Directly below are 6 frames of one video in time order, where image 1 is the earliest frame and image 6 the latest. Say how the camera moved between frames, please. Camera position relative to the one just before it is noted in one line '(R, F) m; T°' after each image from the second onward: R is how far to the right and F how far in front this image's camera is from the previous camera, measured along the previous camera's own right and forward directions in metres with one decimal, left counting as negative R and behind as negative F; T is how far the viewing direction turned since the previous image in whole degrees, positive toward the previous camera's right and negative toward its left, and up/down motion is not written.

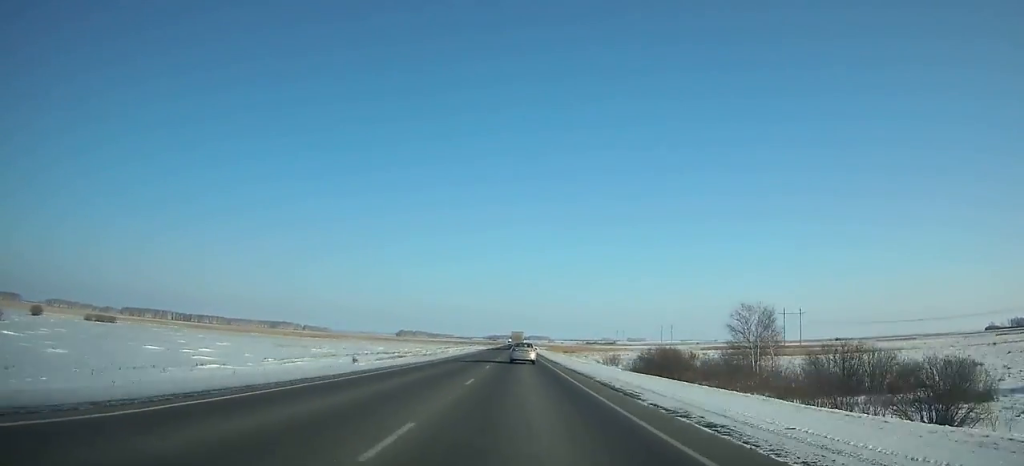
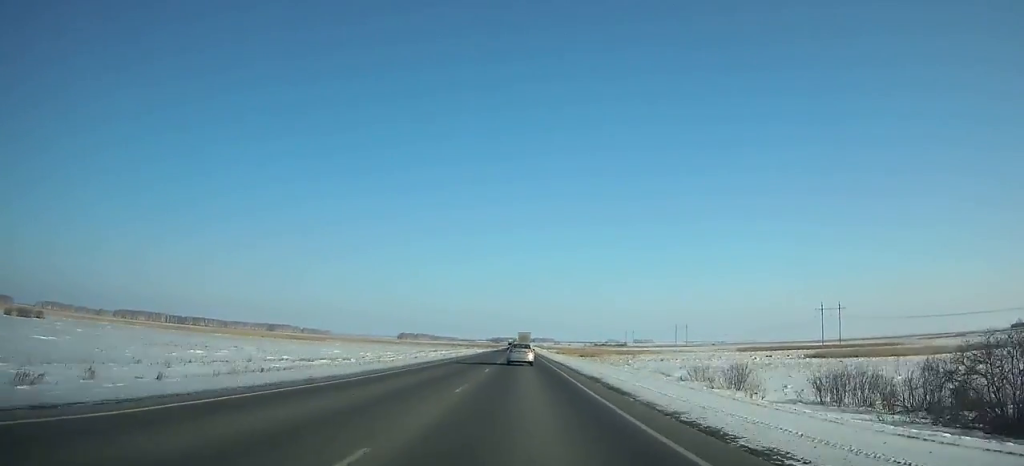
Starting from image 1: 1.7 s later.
(+0.1, +48.5) m; 0°
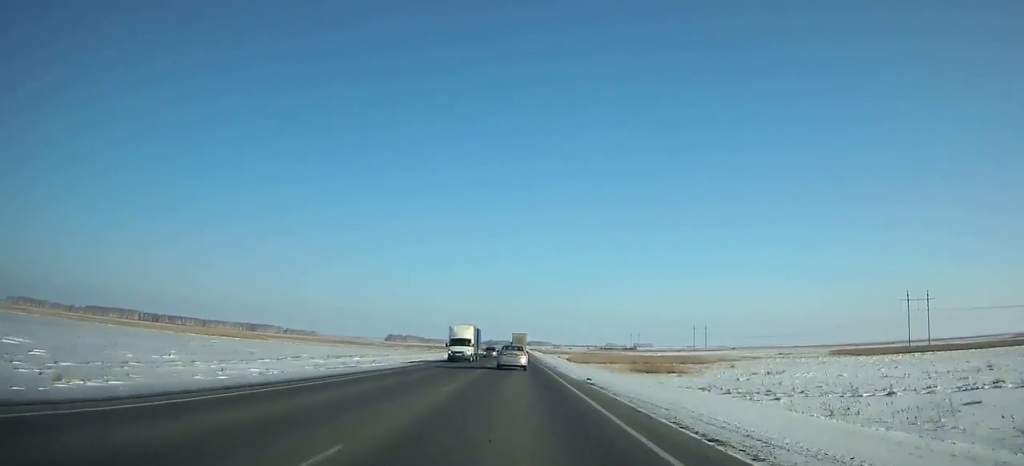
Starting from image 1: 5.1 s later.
(+0.3, +95.8) m; 0°
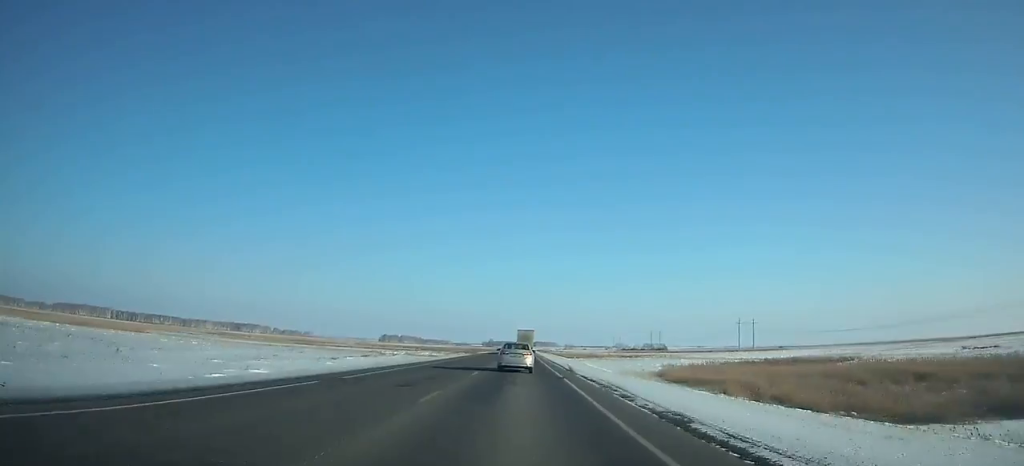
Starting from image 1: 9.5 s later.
(-0.1, +120.8) m; 0°
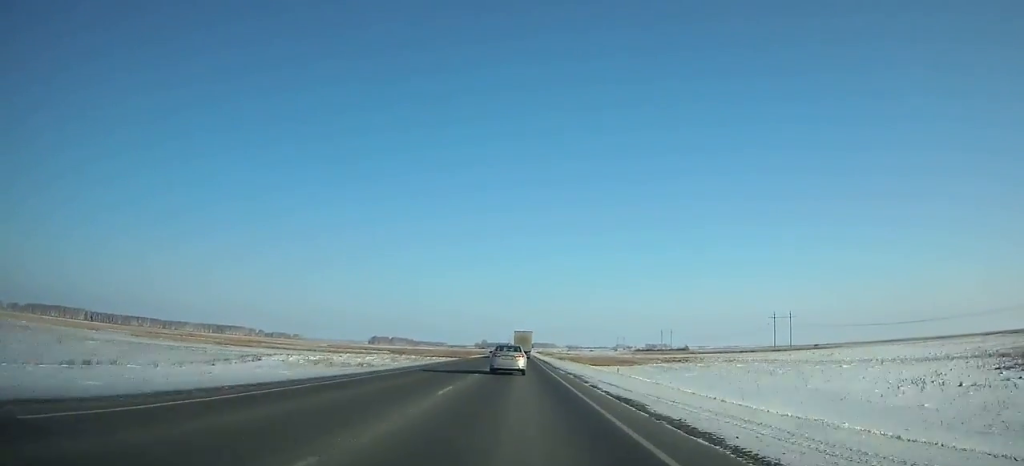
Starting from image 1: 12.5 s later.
(+0.2, +79.9) m; 0°
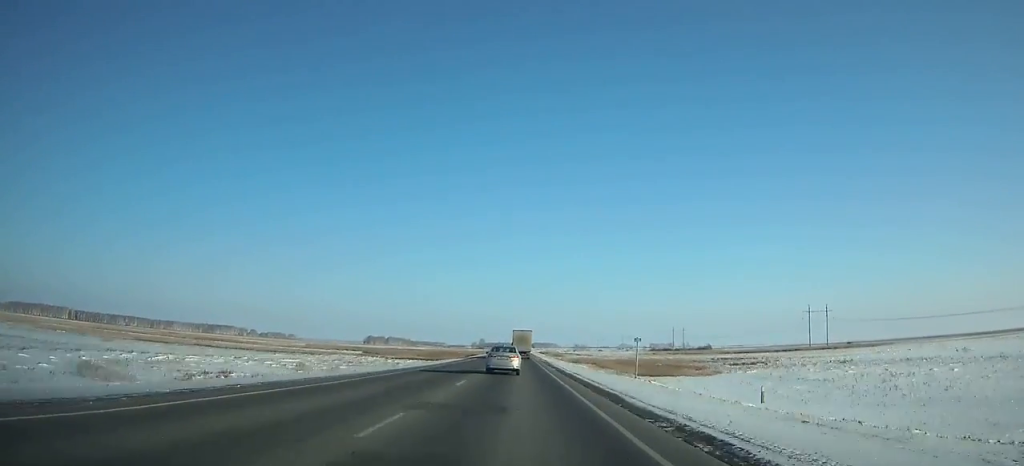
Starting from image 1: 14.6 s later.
(0.0, +54.8) m; 0°
